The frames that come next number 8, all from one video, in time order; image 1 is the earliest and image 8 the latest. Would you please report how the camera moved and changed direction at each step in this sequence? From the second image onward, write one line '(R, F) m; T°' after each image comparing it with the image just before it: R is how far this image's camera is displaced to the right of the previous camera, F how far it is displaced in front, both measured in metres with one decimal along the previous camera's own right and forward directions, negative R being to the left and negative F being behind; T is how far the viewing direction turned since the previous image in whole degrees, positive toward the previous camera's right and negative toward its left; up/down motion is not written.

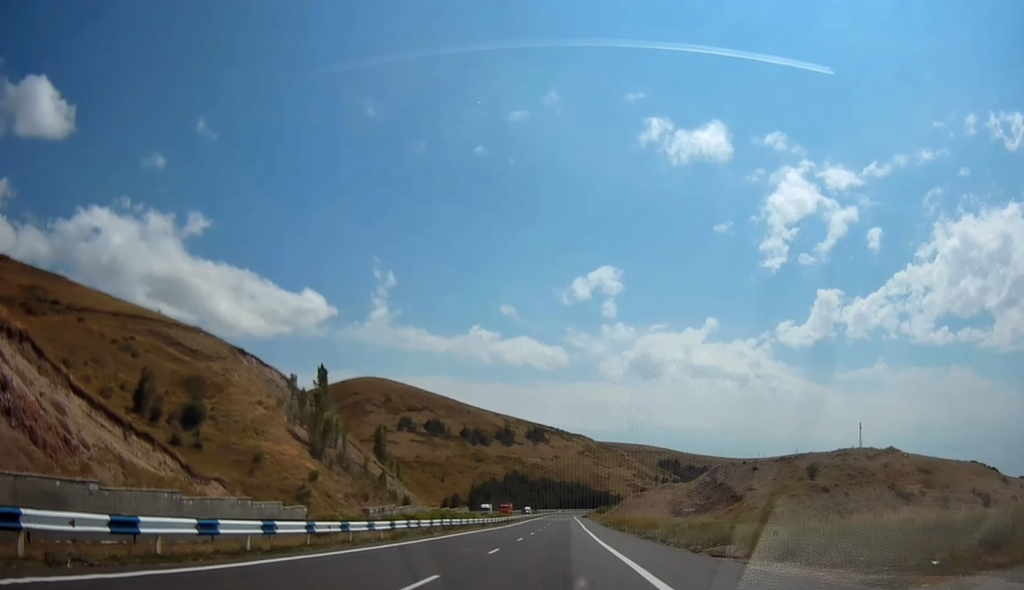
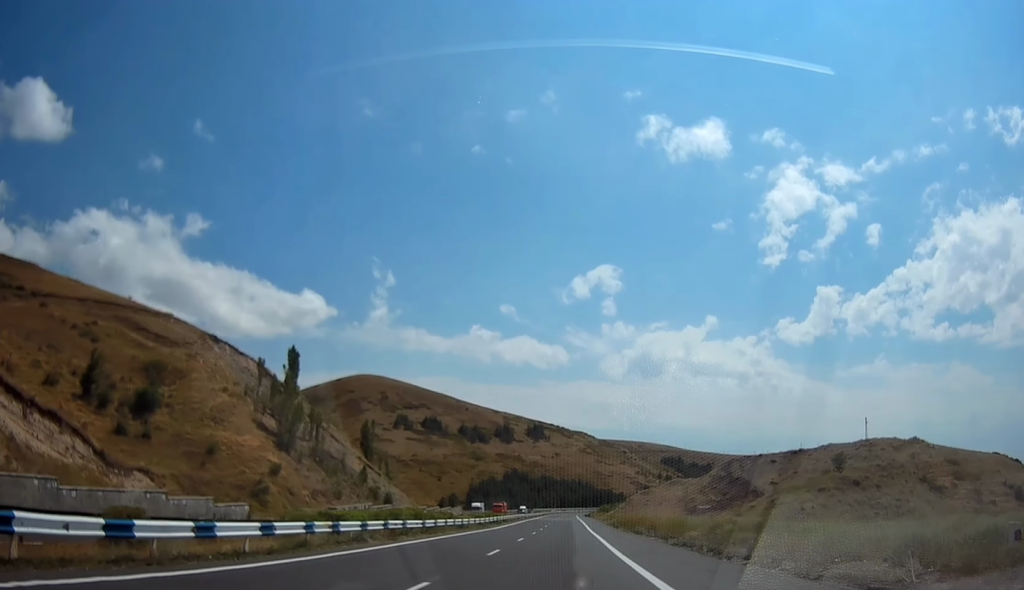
(-0.2, +12.7) m; 0°
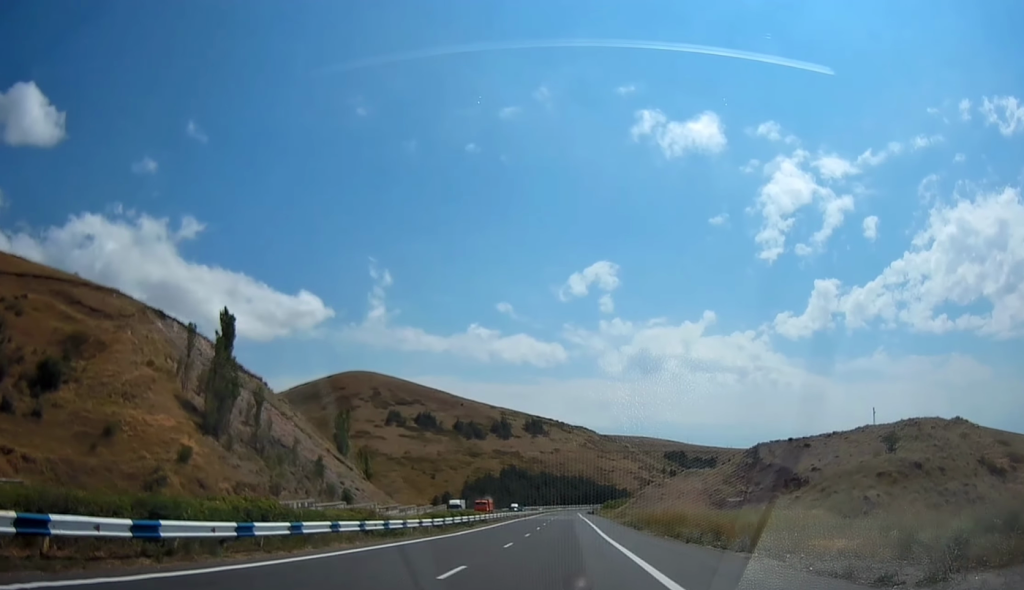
(+0.3, +20.0) m; 0°
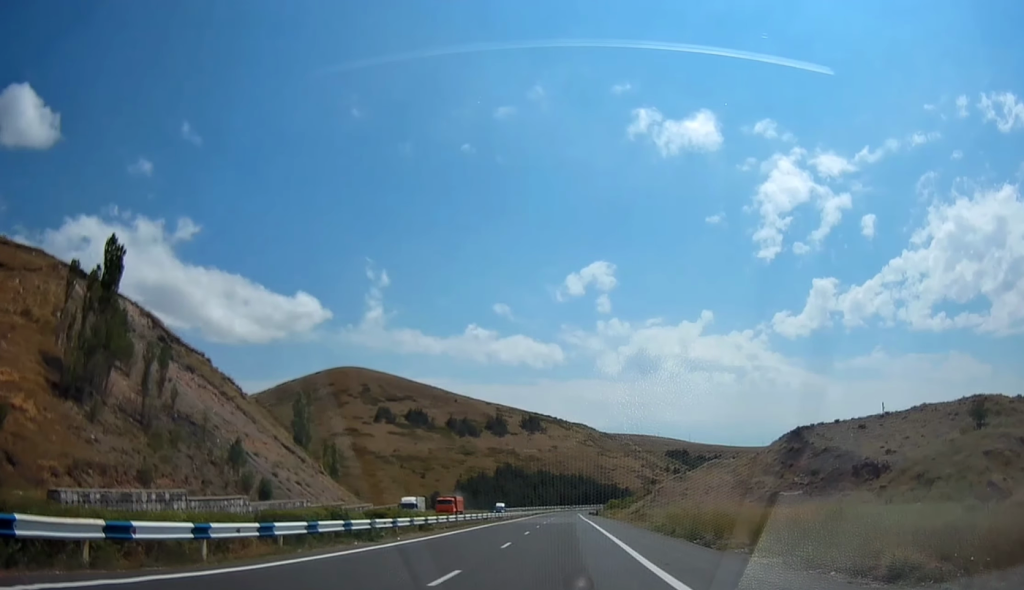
(-0.4, +23.7) m; -1°
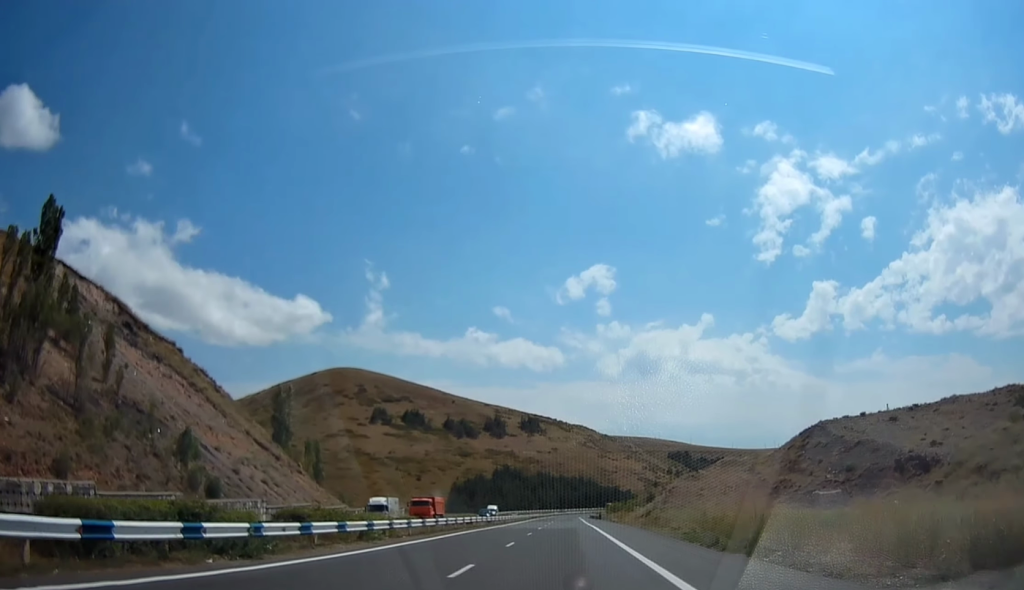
(-0.1, +9.9) m; 0°
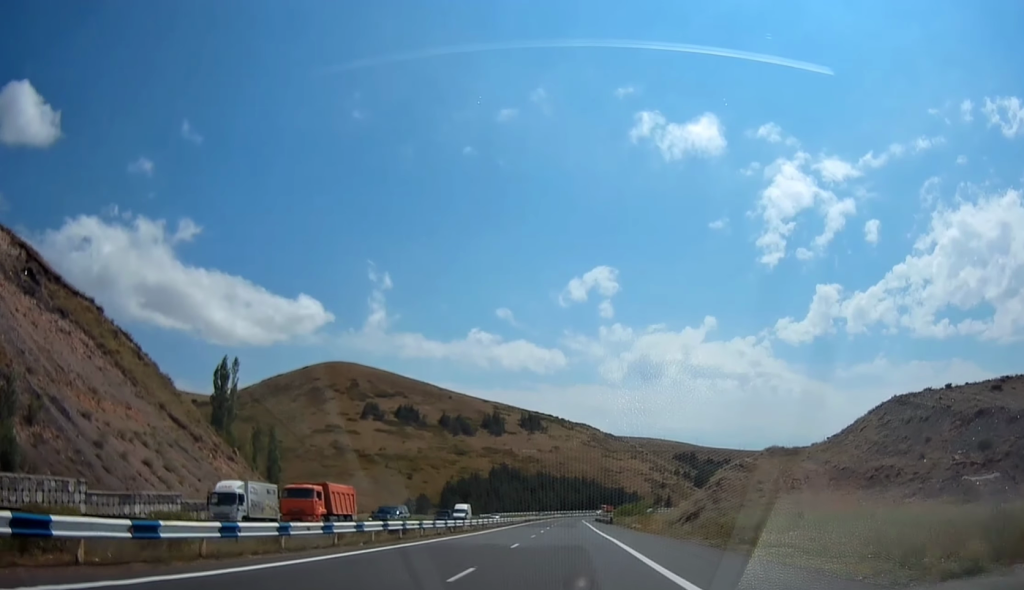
(+0.3, +23.0) m; 0°
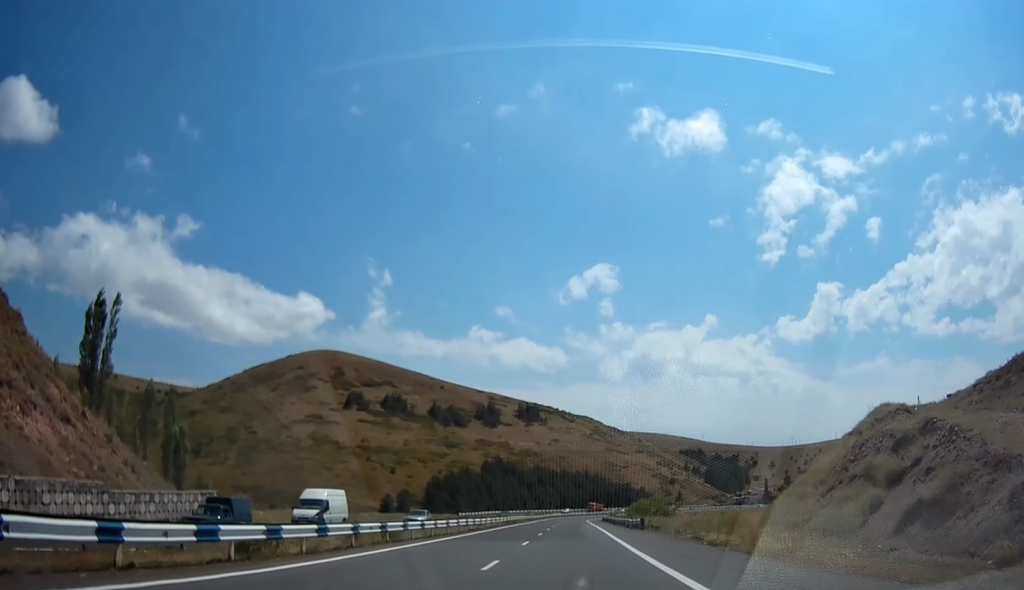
(-0.5, +31.8) m; 0°
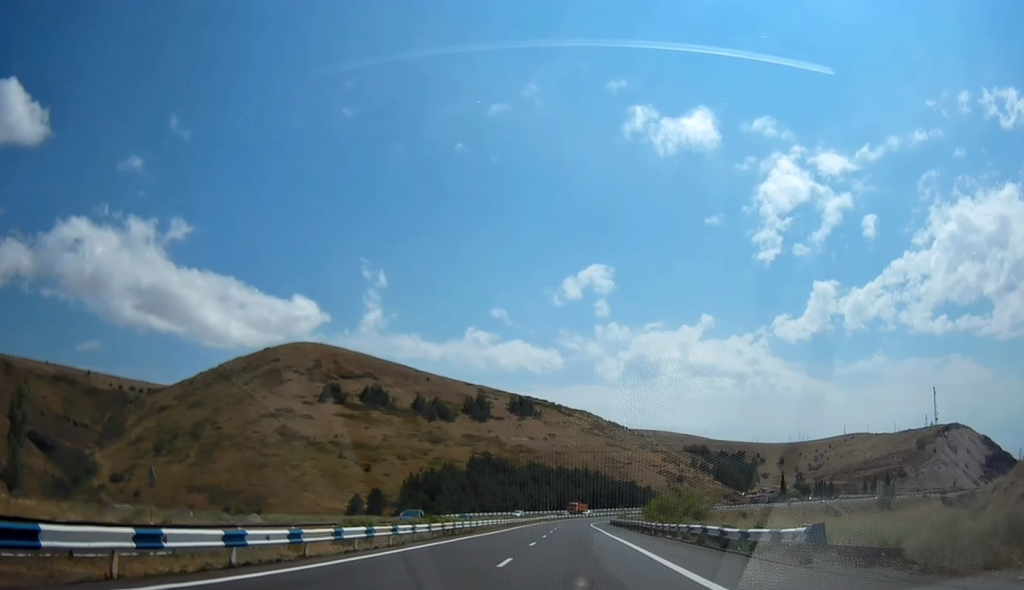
(+0.8, +32.6) m; +1°
